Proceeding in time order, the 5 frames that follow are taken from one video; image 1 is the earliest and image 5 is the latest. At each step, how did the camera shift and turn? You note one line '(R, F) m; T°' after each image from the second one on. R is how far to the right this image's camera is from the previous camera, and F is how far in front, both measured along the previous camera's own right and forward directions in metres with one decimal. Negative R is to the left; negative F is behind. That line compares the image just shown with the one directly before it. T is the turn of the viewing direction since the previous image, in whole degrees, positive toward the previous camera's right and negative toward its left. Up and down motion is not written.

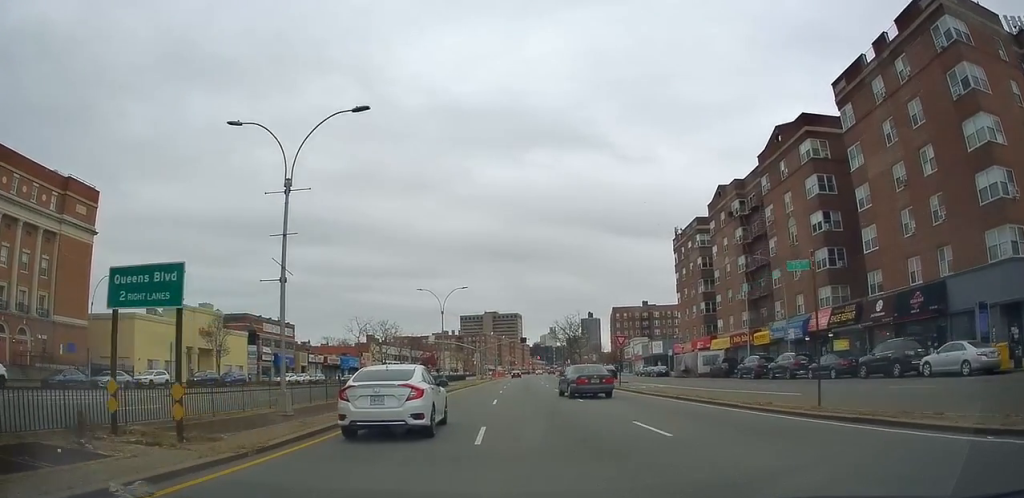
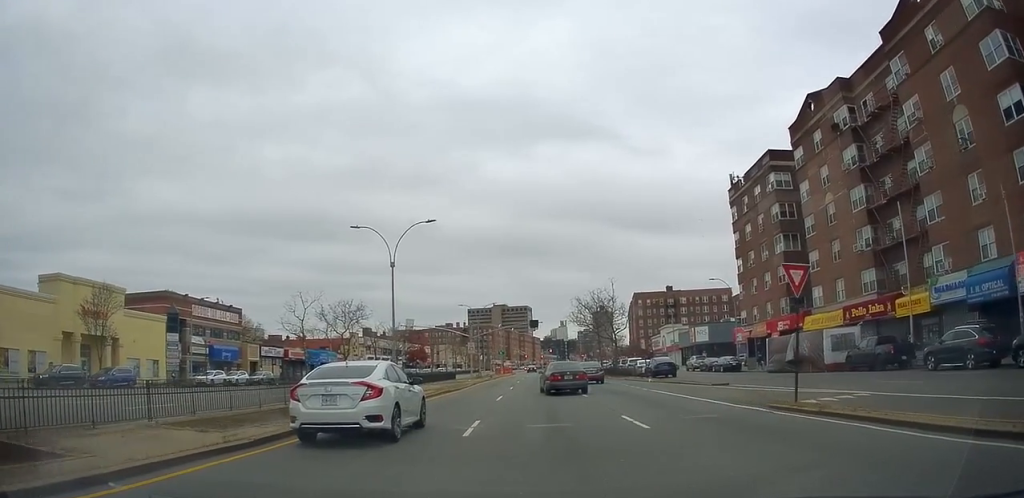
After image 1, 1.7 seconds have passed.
(+0.2, +23.5) m; -1°
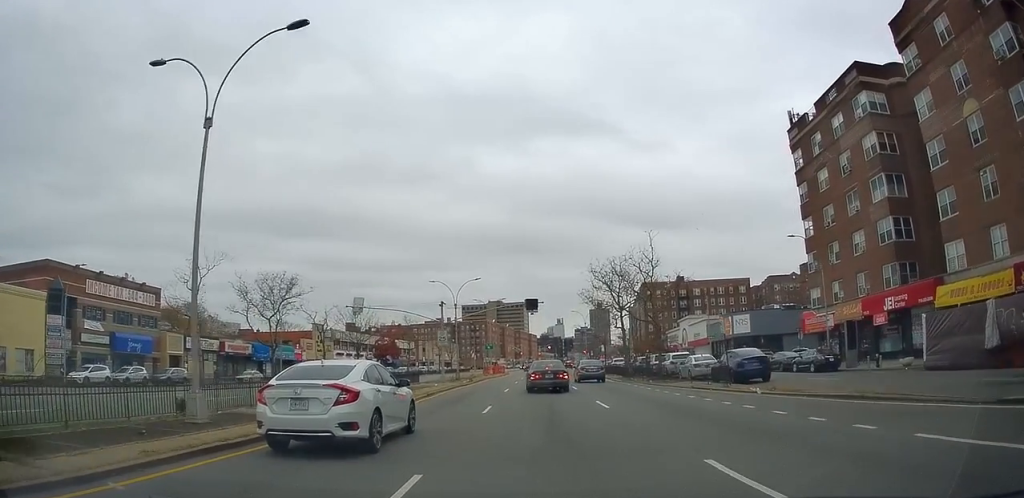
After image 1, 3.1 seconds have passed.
(-0.4, +19.8) m; -1°
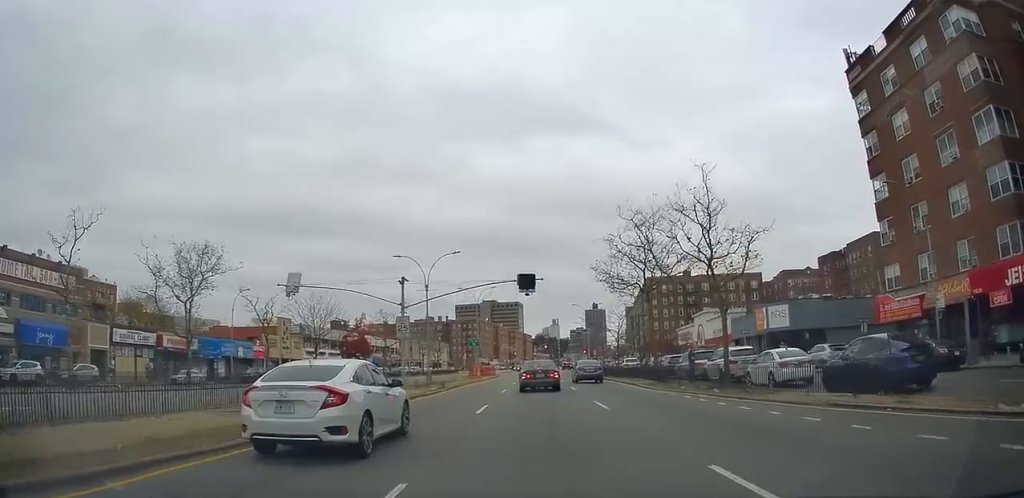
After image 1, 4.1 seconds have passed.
(+0.2, +13.7) m; +1°
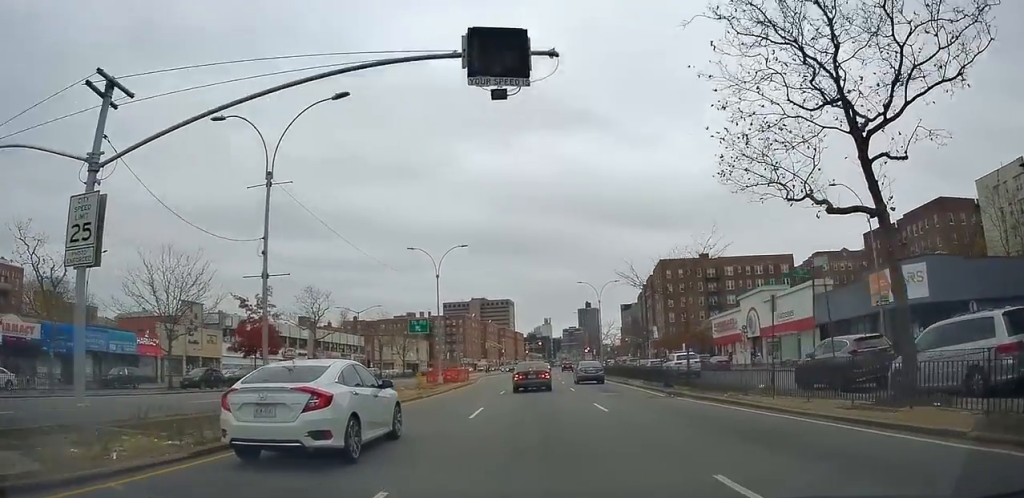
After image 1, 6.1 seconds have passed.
(+0.5, +26.4) m; 0°
